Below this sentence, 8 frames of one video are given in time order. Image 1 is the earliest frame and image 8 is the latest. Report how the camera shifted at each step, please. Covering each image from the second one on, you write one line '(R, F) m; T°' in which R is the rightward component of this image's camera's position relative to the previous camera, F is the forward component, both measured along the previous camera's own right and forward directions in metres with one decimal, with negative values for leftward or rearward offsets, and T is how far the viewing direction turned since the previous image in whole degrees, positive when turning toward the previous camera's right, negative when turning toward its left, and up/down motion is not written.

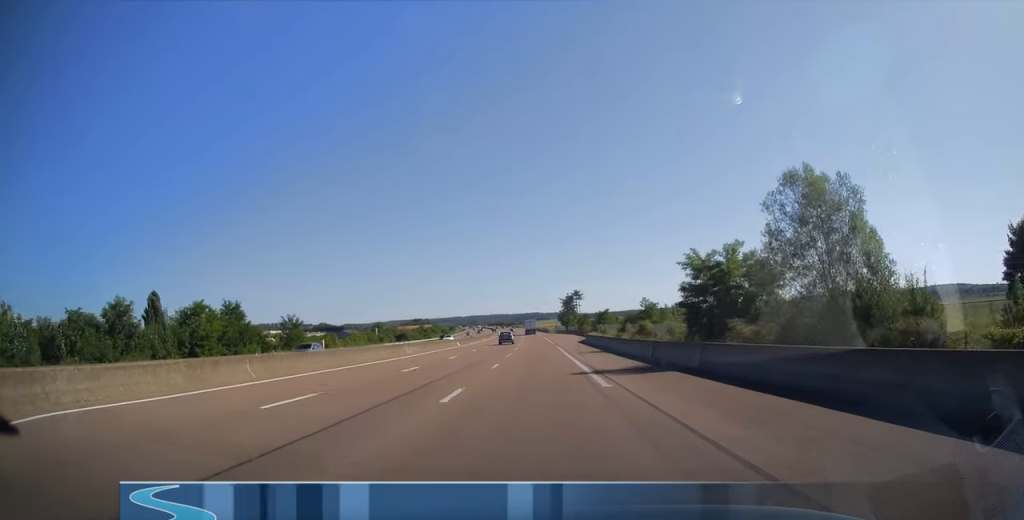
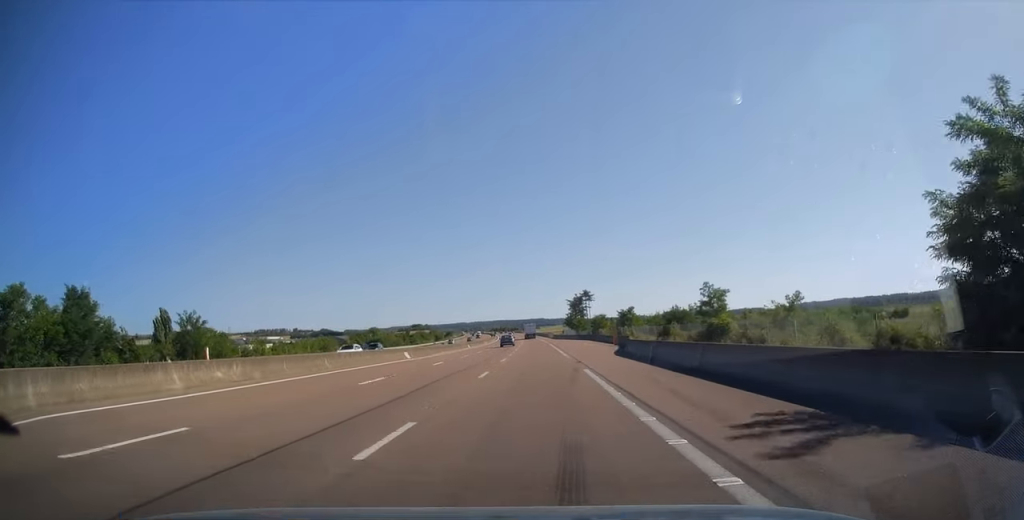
(-0.3, +31.9) m; -1°
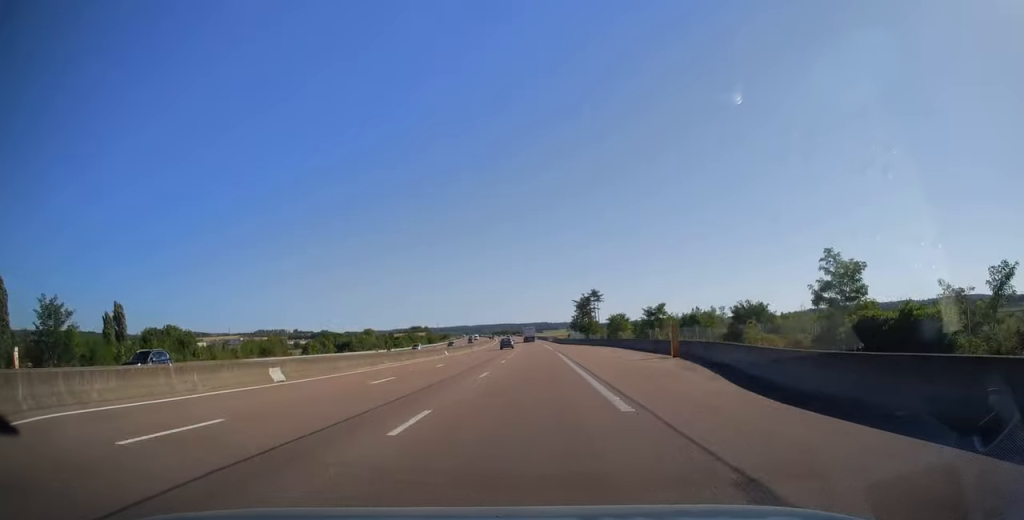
(-0.1, +24.2) m; 0°
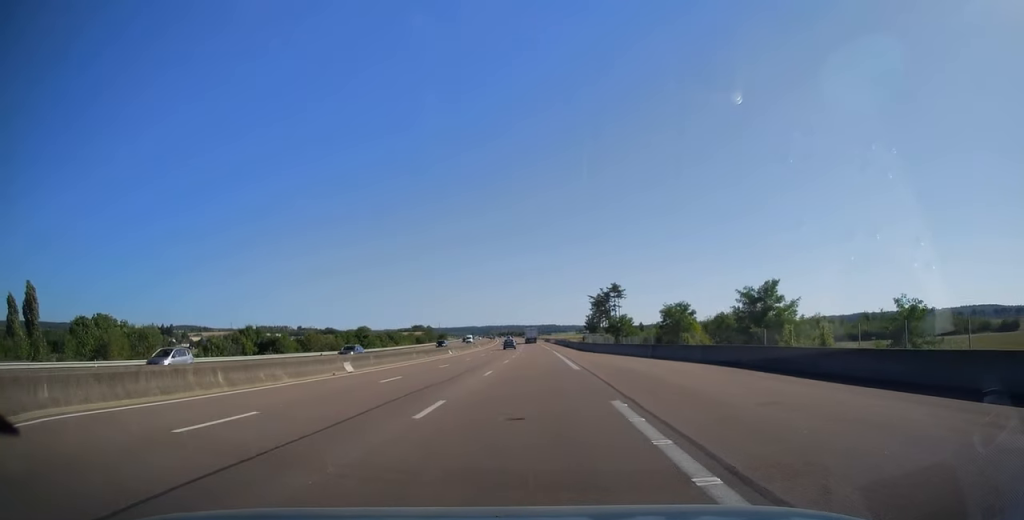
(-0.2, +37.3) m; -1°
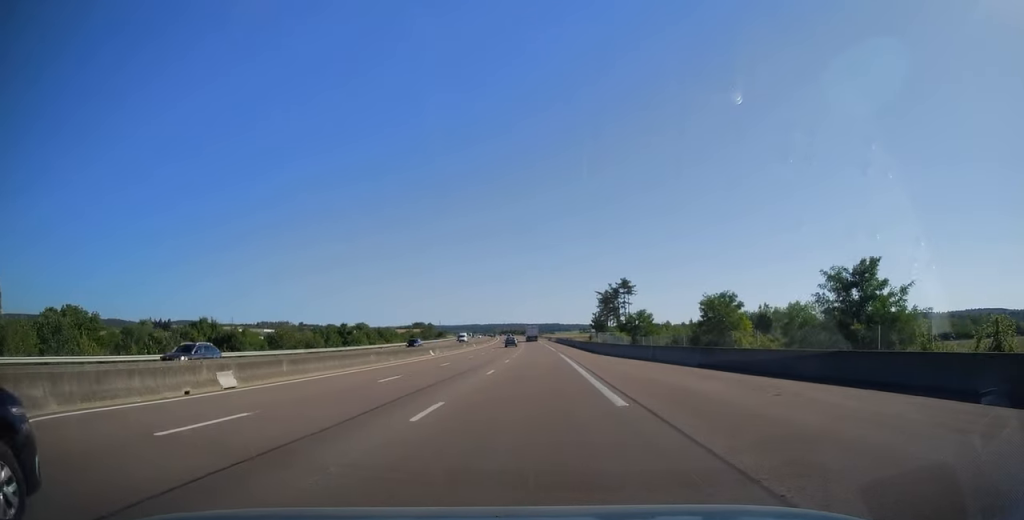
(0.0, +13.6) m; 0°
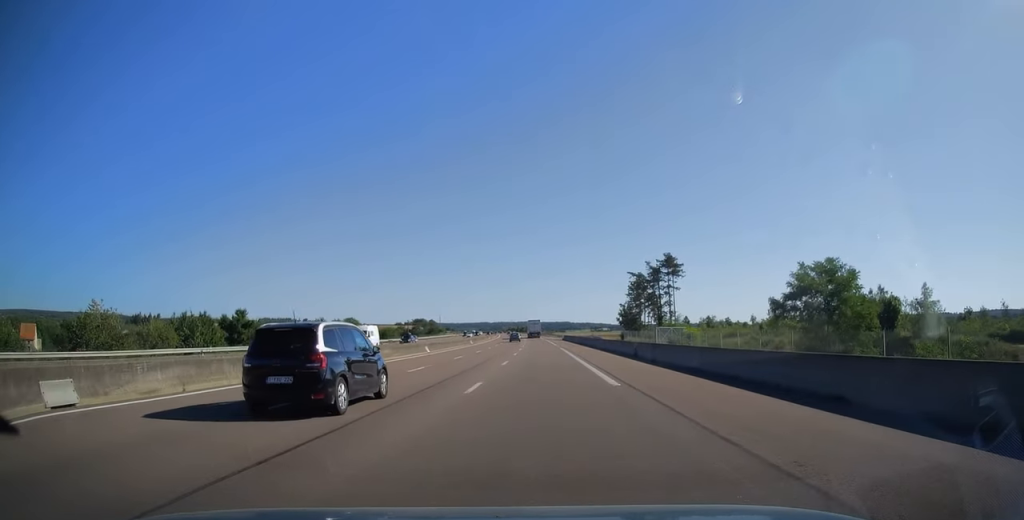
(-0.3, +47.8) m; -1°
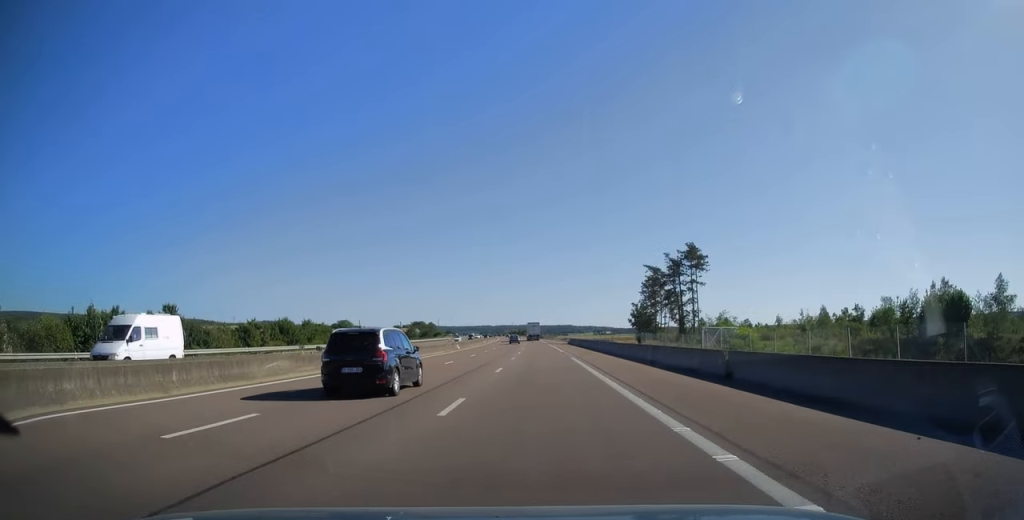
(-0.1, +17.0) m; 0°
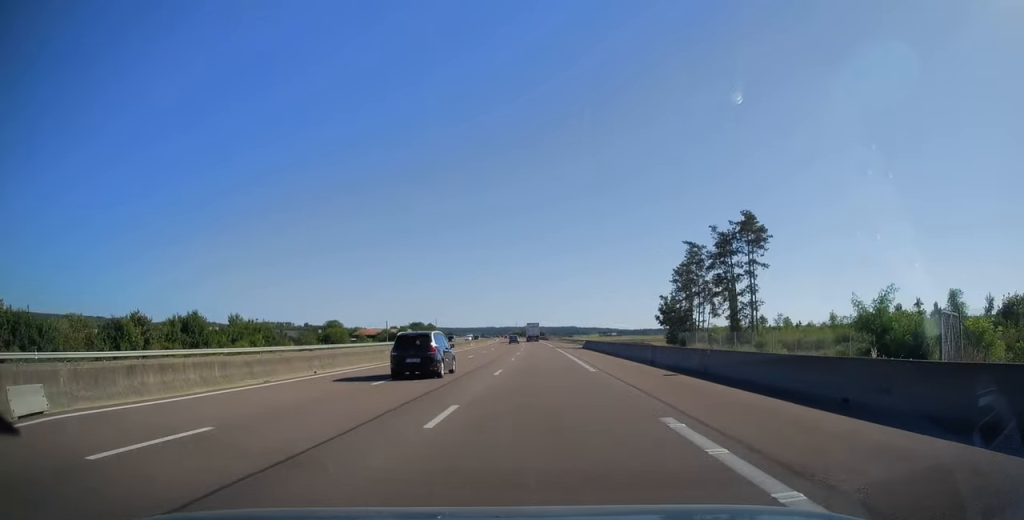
(-0.2, +27.6) m; -1°
